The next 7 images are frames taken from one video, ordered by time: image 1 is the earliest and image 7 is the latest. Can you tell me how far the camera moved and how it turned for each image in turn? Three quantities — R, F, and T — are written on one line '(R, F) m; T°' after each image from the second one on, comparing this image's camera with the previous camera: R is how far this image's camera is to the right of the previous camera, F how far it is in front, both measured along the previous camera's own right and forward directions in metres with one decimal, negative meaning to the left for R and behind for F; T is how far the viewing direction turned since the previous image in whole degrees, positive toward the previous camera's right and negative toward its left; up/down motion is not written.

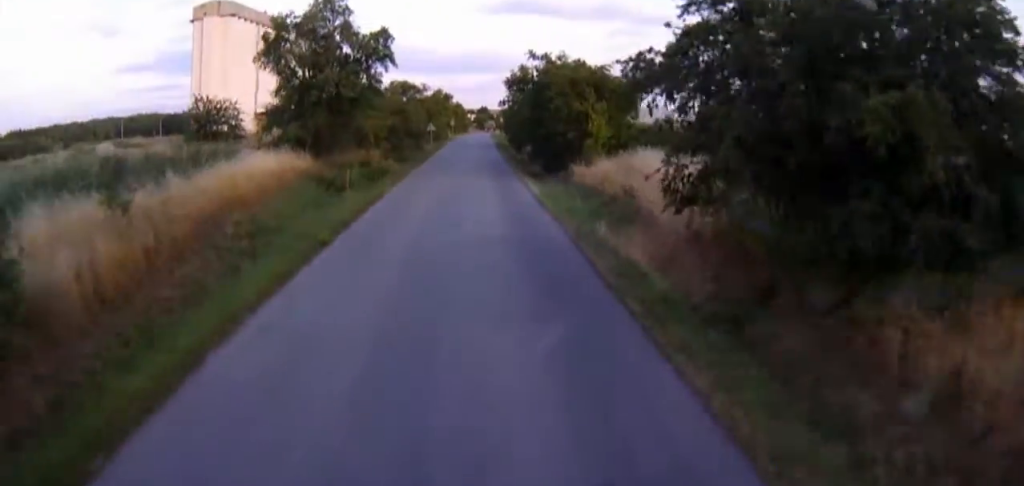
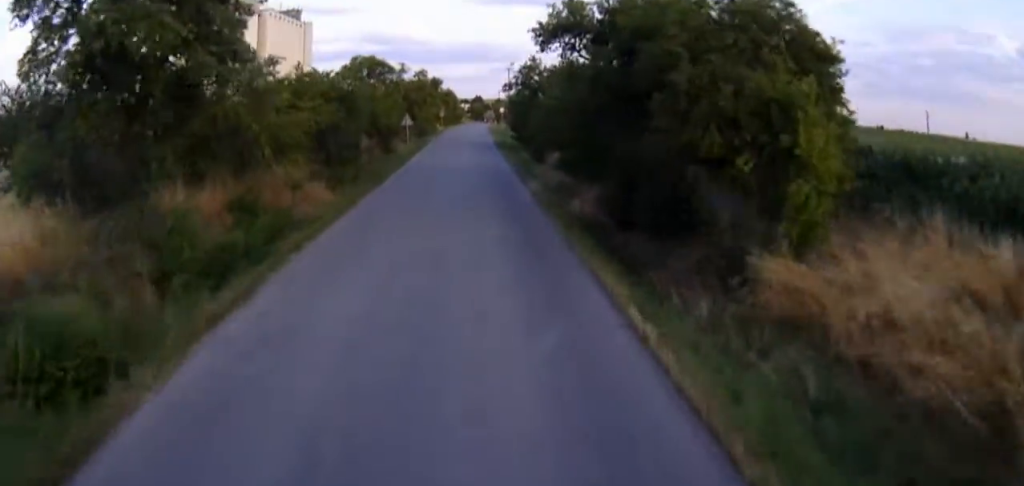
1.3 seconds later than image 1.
(+1.2, +19.3) m; +7°
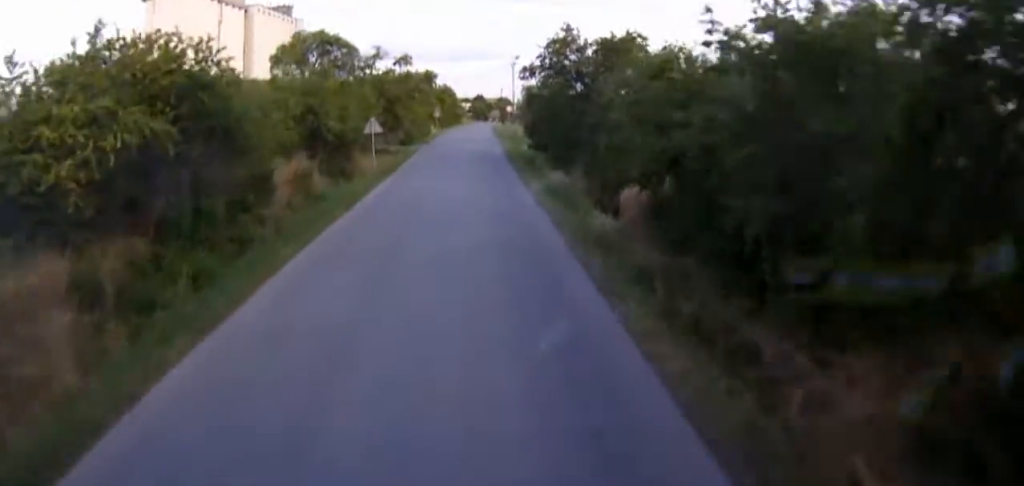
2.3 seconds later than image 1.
(+0.7, +16.4) m; +1°
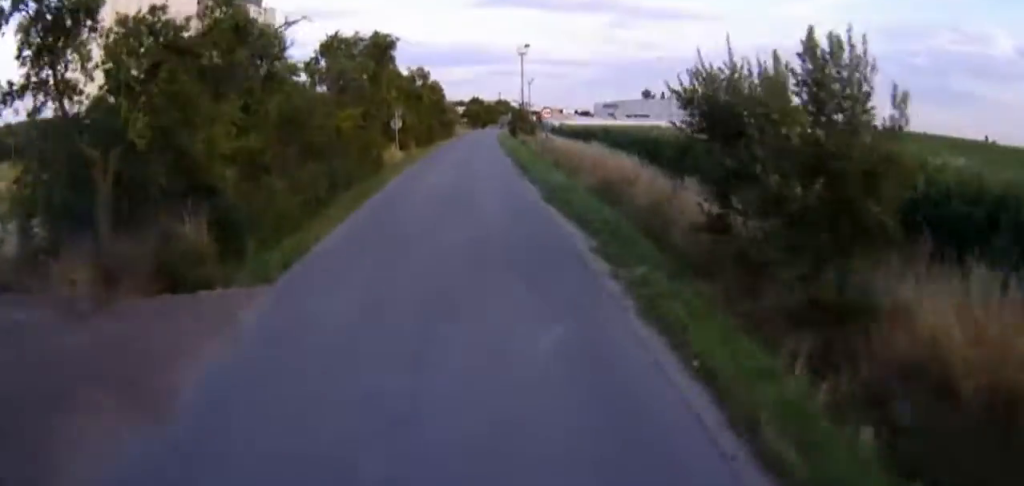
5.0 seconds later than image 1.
(-1.7, +41.6) m; 0°
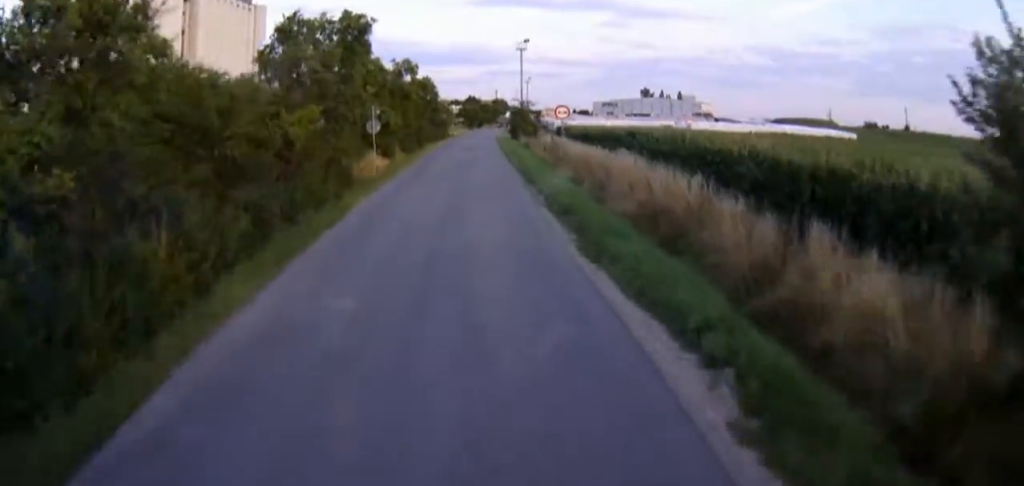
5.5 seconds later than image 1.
(+0.3, +8.0) m; 0°
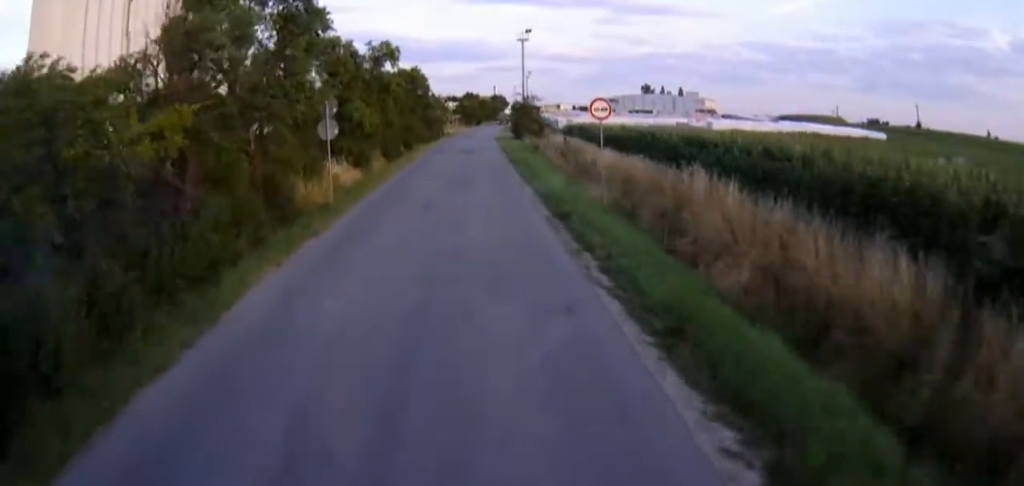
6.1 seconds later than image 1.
(+0.2, +9.7) m; 0°
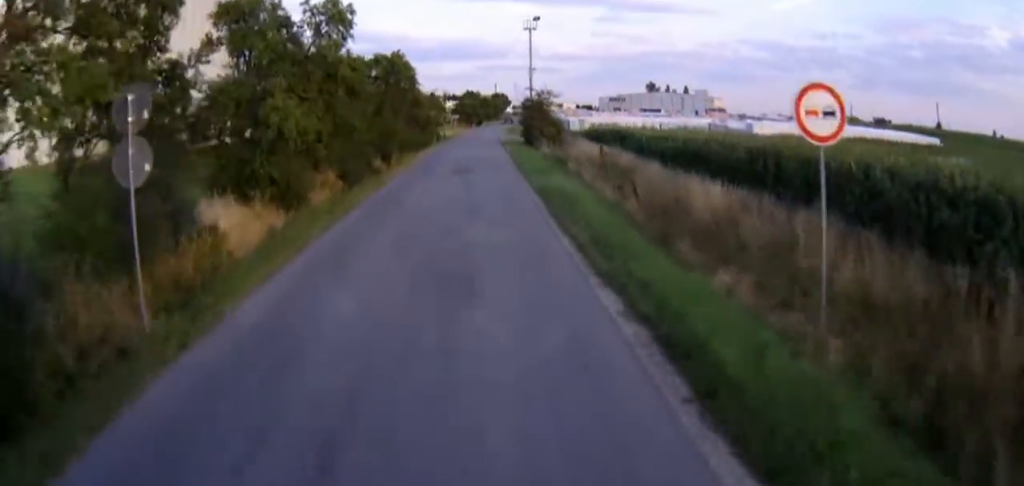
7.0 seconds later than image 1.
(-0.4, +13.8) m; -1°
